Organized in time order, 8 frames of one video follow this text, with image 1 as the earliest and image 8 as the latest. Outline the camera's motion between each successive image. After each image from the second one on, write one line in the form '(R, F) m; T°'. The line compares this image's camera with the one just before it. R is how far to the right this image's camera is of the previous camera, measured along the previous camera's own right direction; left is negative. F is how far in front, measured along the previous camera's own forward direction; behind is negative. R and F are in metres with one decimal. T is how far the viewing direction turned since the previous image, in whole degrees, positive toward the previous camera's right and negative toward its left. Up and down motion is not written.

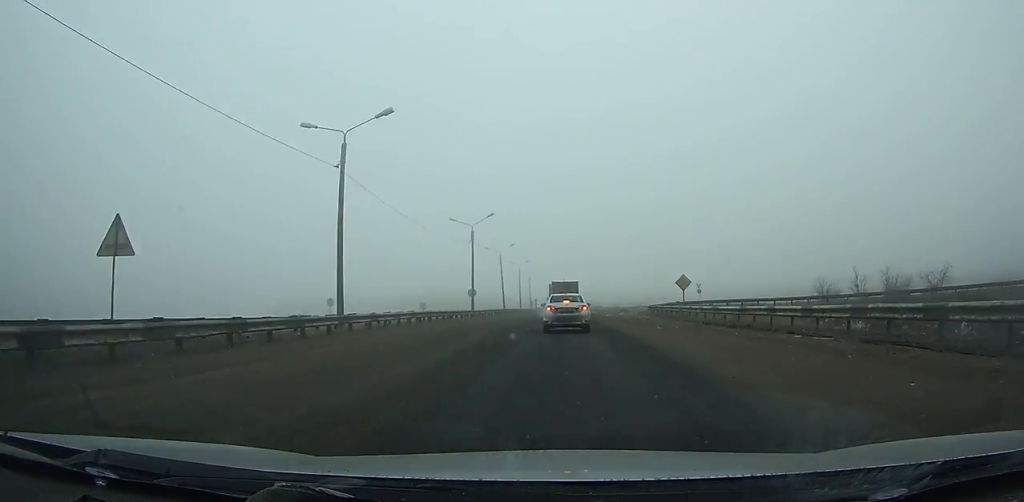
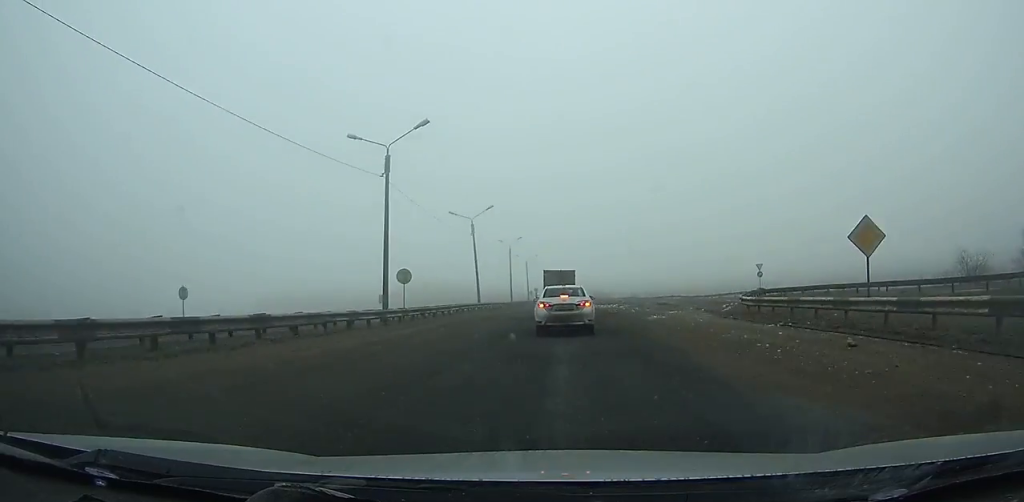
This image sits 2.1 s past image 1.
(-0.1, +24.3) m; -1°
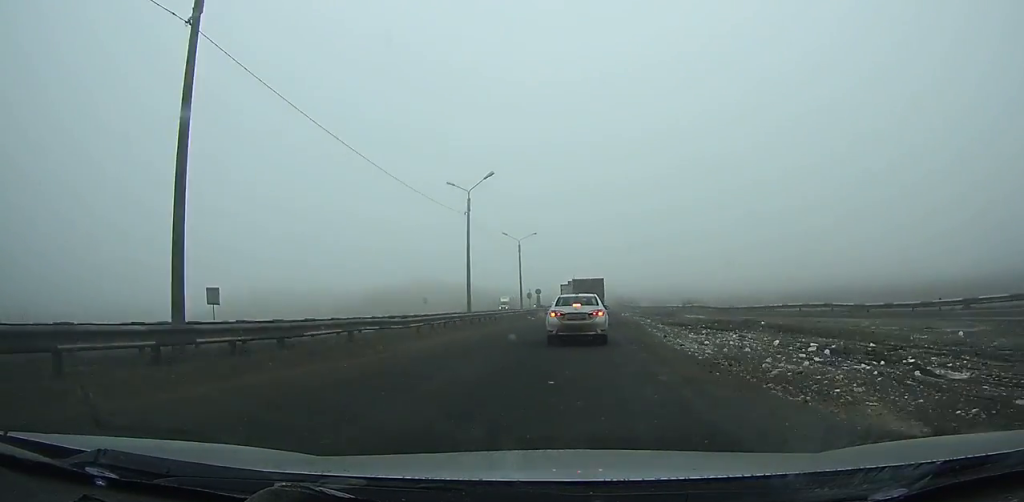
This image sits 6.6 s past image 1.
(-0.3, +45.5) m; 0°
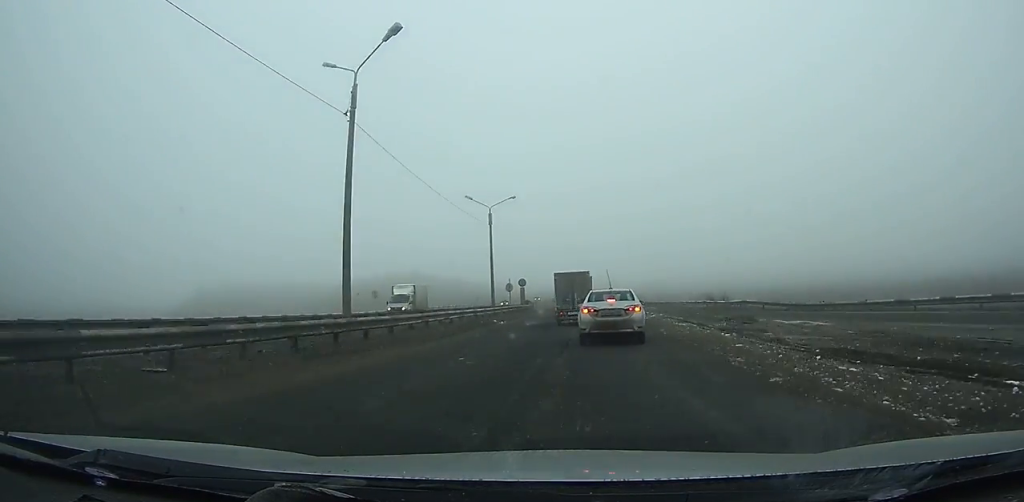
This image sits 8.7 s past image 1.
(+0.2, +18.7) m; 0°
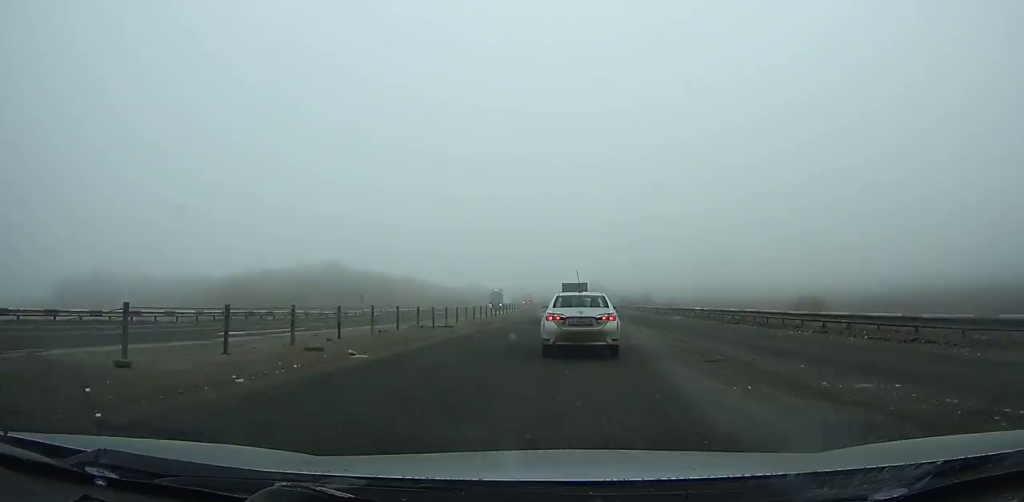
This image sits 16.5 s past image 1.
(+0.3, +71.6) m; +1°
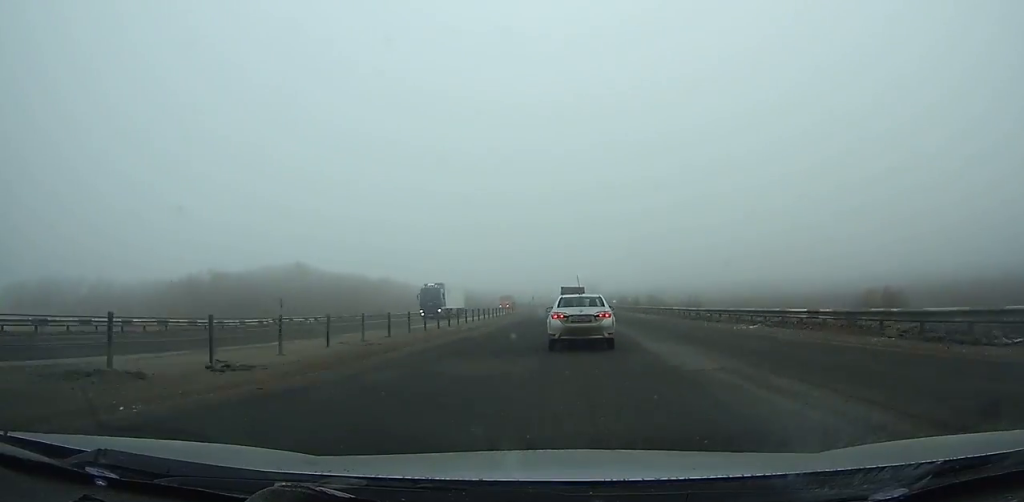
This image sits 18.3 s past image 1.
(+0.1, +20.0) m; 0°
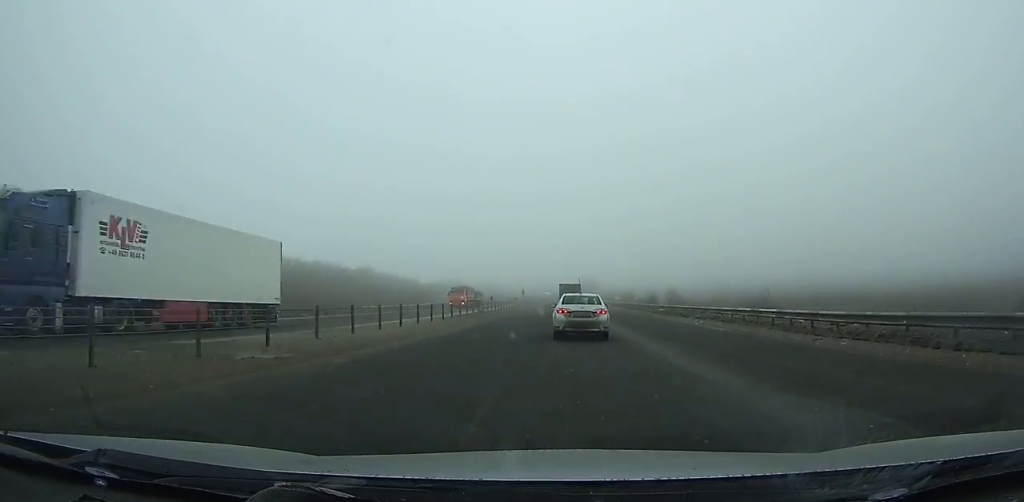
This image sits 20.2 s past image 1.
(0.0, +24.4) m; 0°
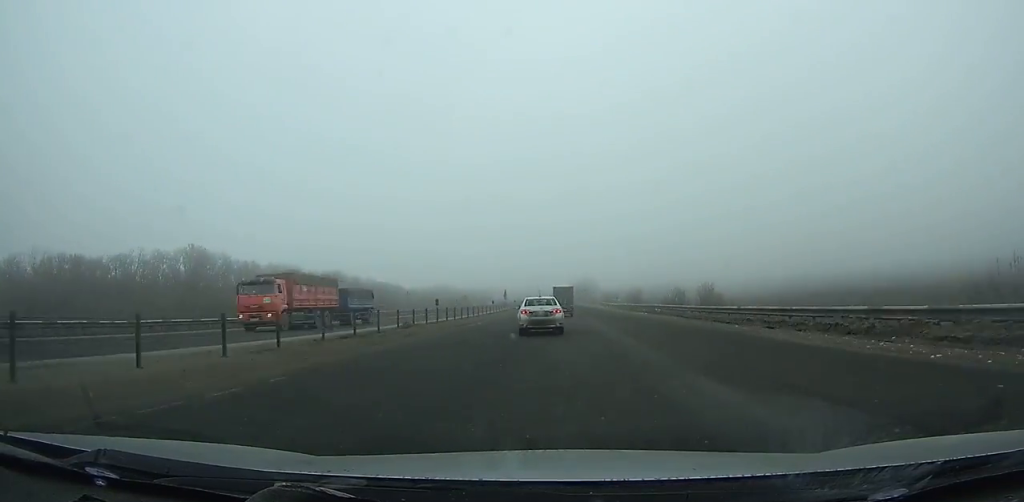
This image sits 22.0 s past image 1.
(0.0, +24.9) m; 0°
